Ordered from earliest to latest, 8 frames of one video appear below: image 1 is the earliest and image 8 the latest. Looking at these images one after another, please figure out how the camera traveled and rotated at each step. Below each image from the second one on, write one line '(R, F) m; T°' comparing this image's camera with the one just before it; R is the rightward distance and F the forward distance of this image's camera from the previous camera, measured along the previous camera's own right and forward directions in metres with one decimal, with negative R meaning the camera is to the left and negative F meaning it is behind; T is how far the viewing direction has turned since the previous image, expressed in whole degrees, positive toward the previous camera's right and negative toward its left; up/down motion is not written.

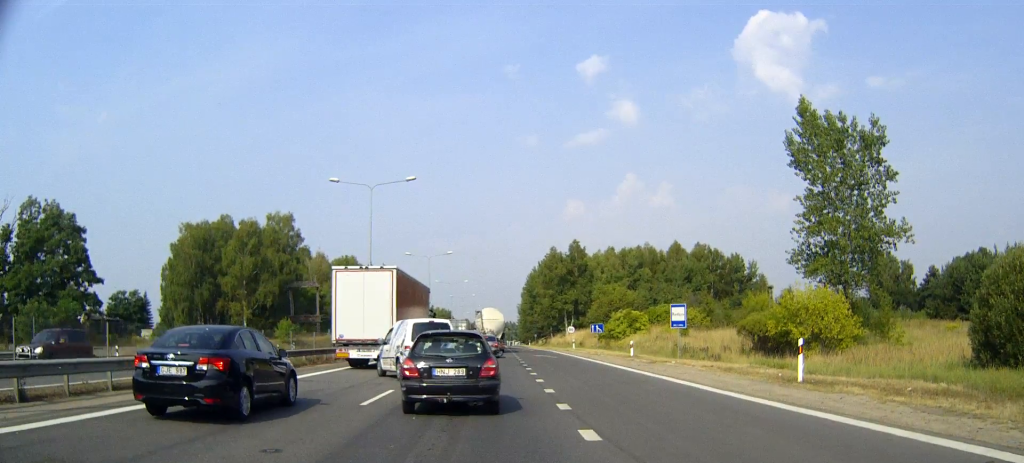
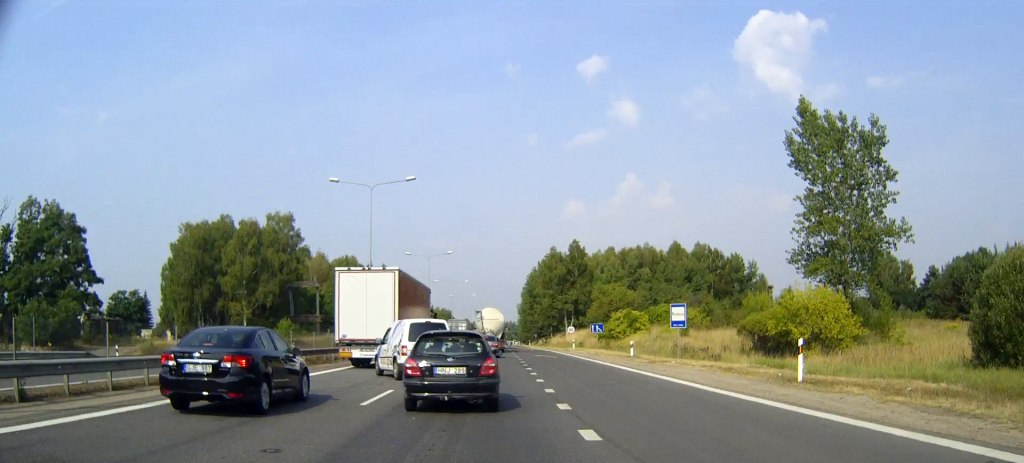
(0.0, 0.0) m; 0°
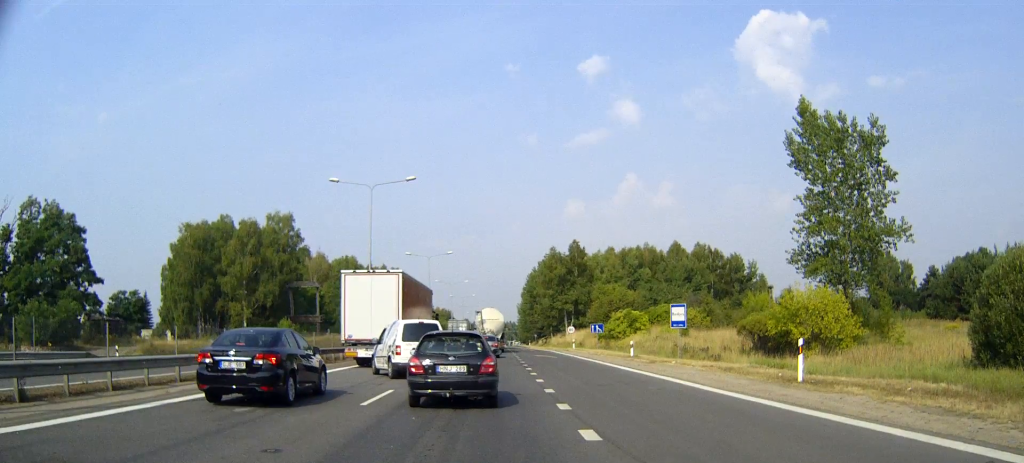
(0.0, 0.0) m; 0°
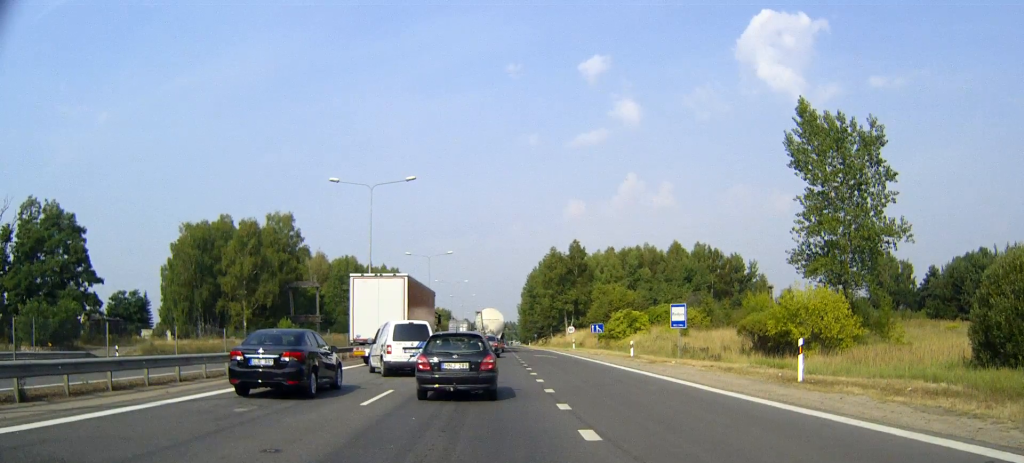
(0.0, +0.3) m; 0°
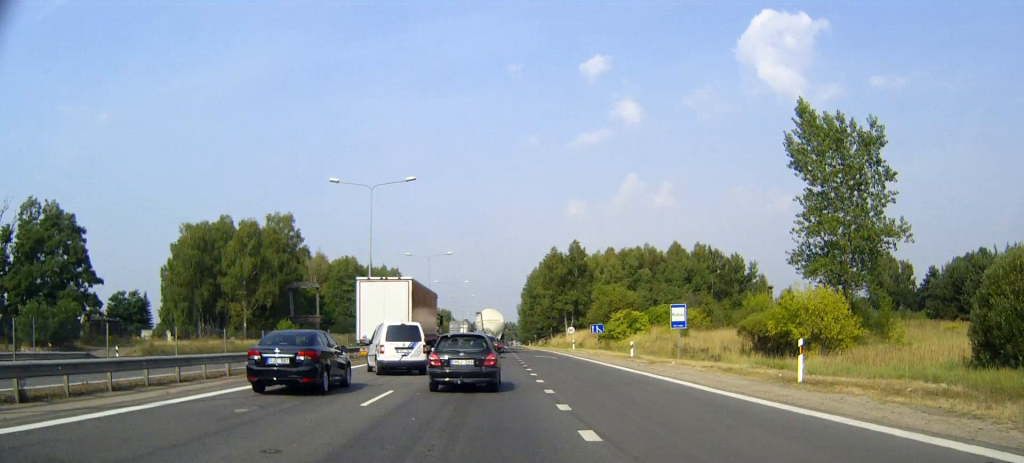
(0.0, +0.2) m; 0°
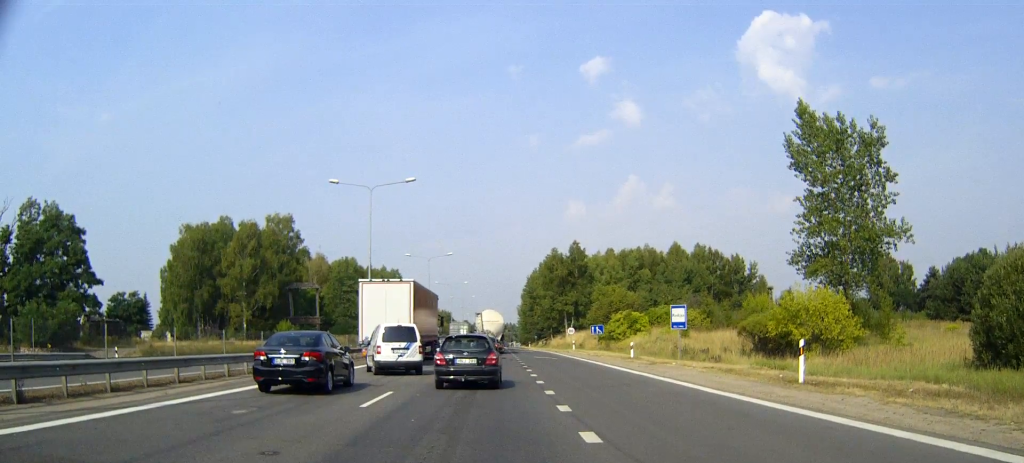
(0.0, 0.0) m; 0°
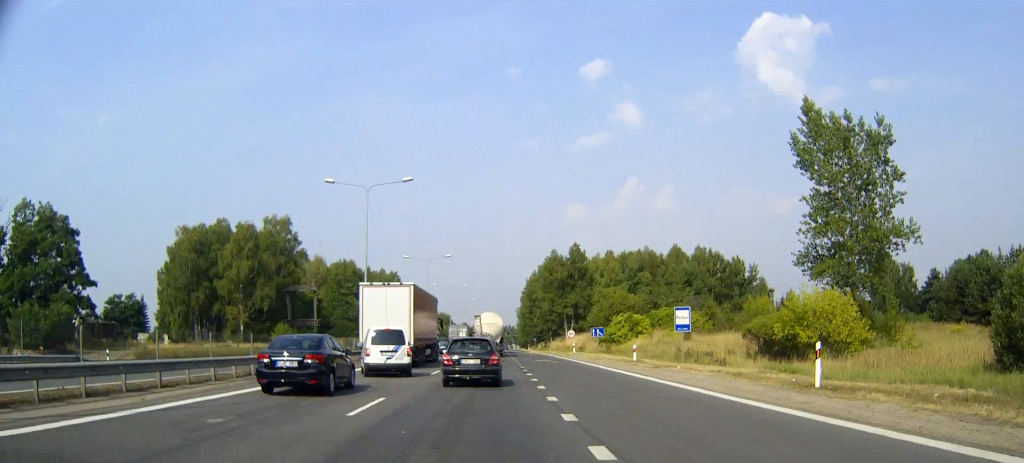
(0.0, +0.2) m; 0°
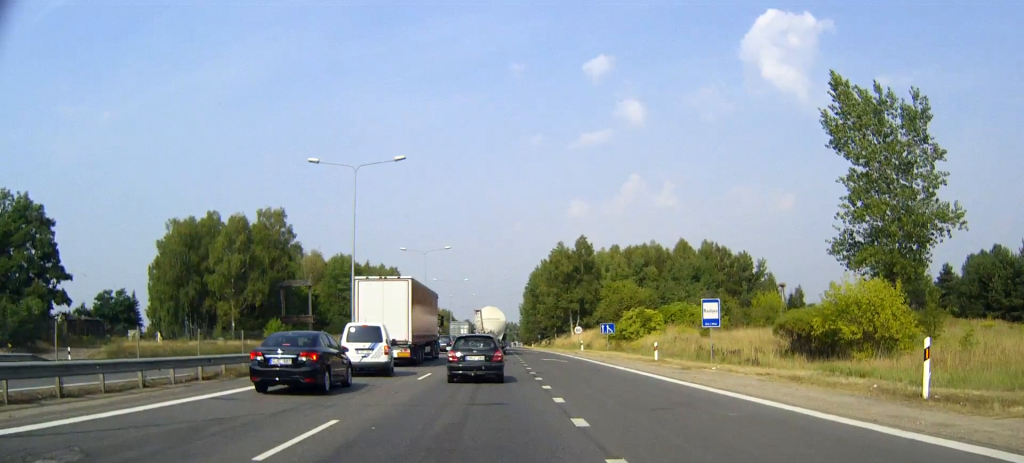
(+0.2, +4.3) m; +2°
